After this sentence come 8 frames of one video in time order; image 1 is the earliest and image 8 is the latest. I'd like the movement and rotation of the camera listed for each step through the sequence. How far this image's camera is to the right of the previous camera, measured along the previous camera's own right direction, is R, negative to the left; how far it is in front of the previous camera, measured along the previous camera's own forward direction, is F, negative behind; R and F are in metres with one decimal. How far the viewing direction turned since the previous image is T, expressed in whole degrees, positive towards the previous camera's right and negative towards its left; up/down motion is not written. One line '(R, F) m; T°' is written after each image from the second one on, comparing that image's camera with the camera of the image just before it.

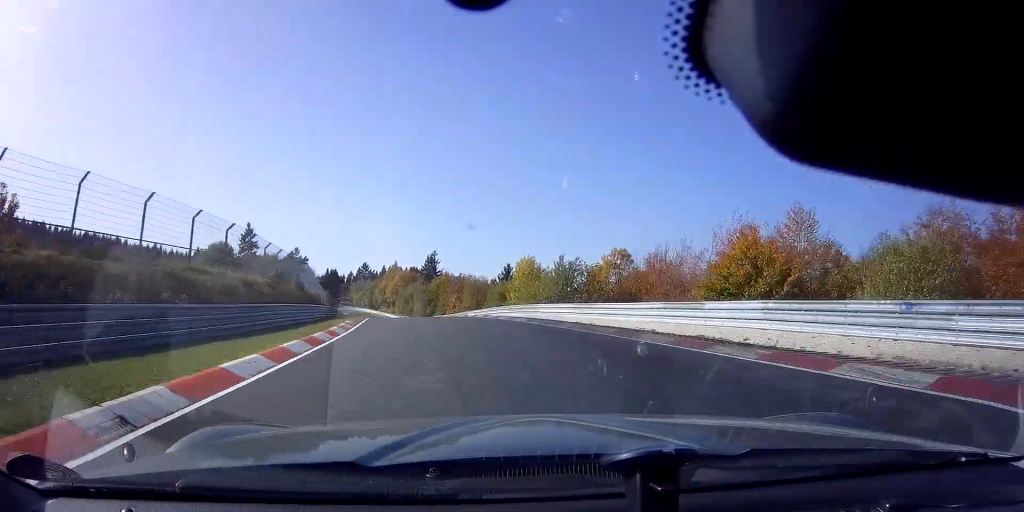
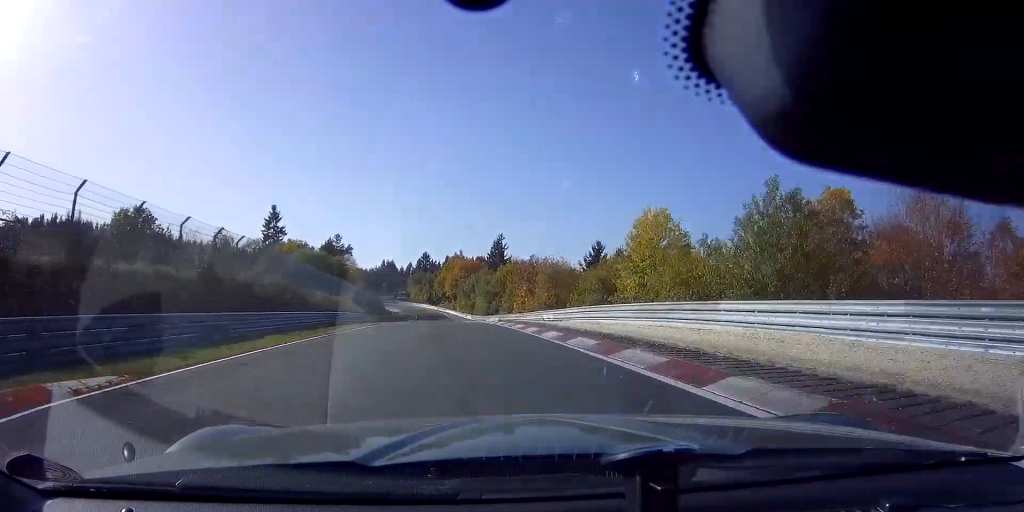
(-2.2, +26.9) m; -7°
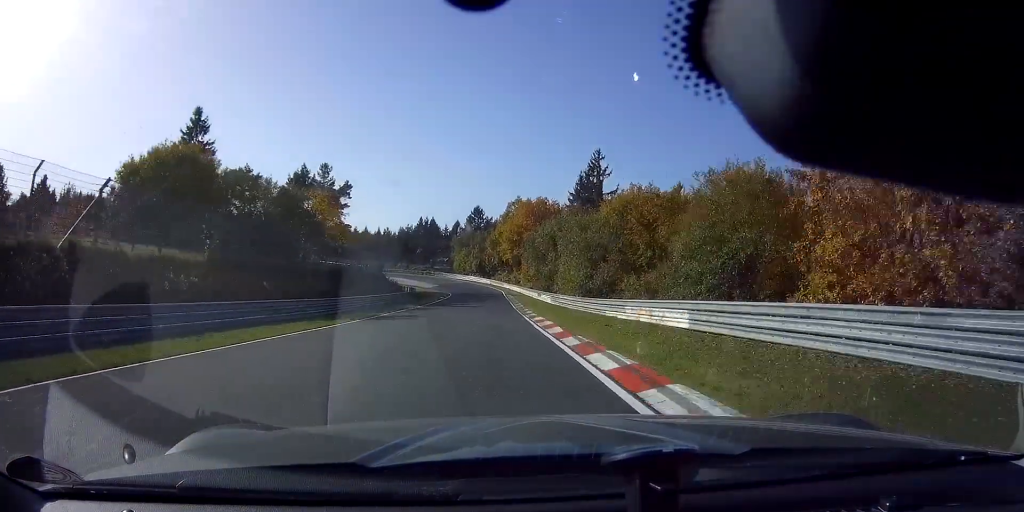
(-4.2, +57.5) m; -6°
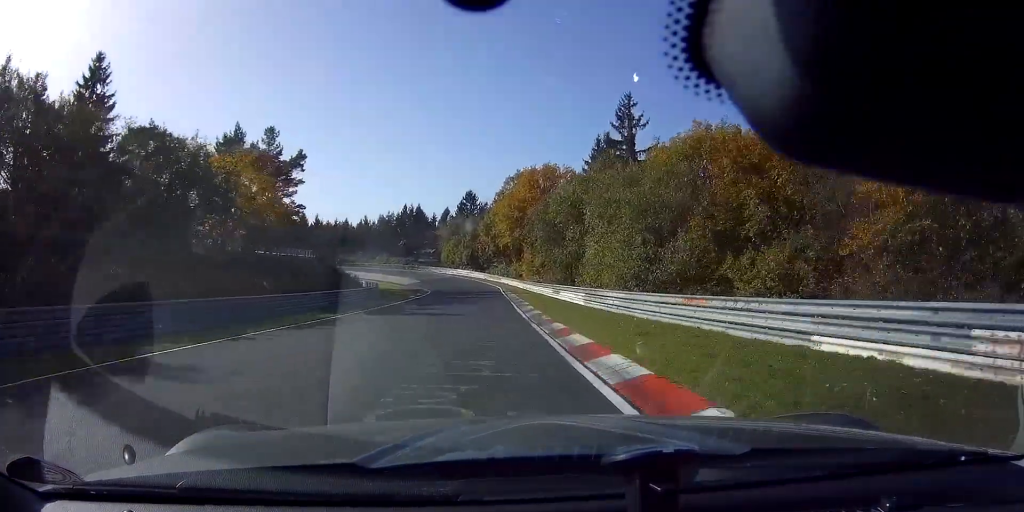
(0.0, +20.4) m; -1°
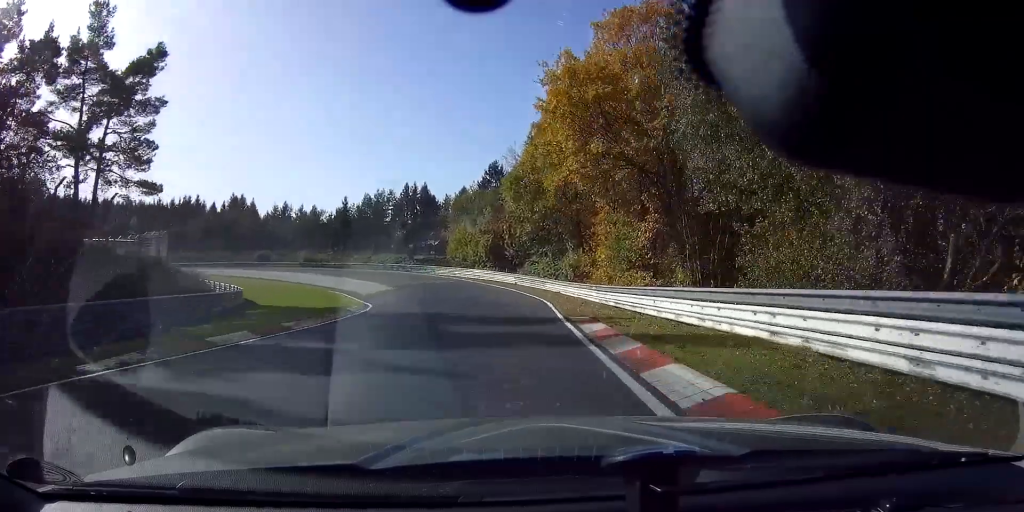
(-0.6, +38.0) m; -8°
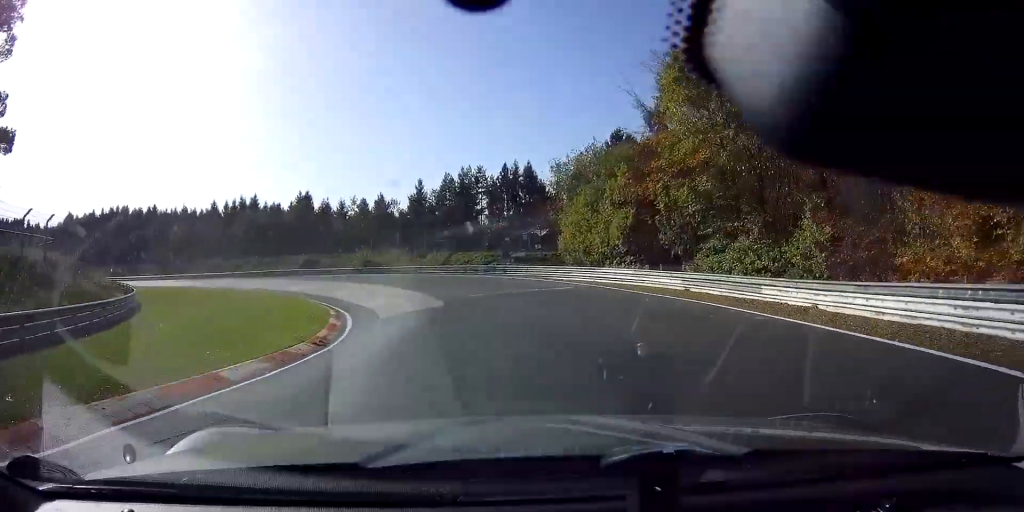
(-2.6, +23.8) m; -16°
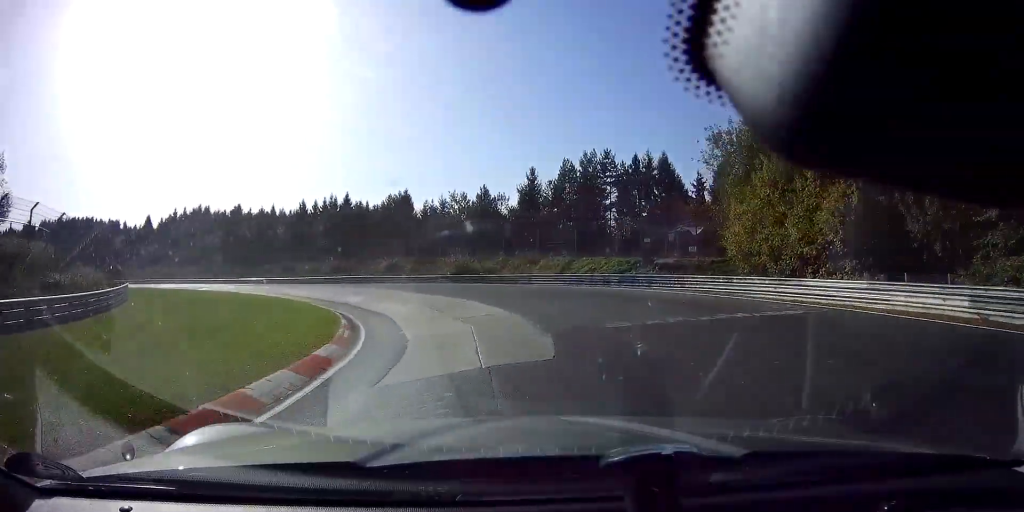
(-1.3, +13.3) m; -13°
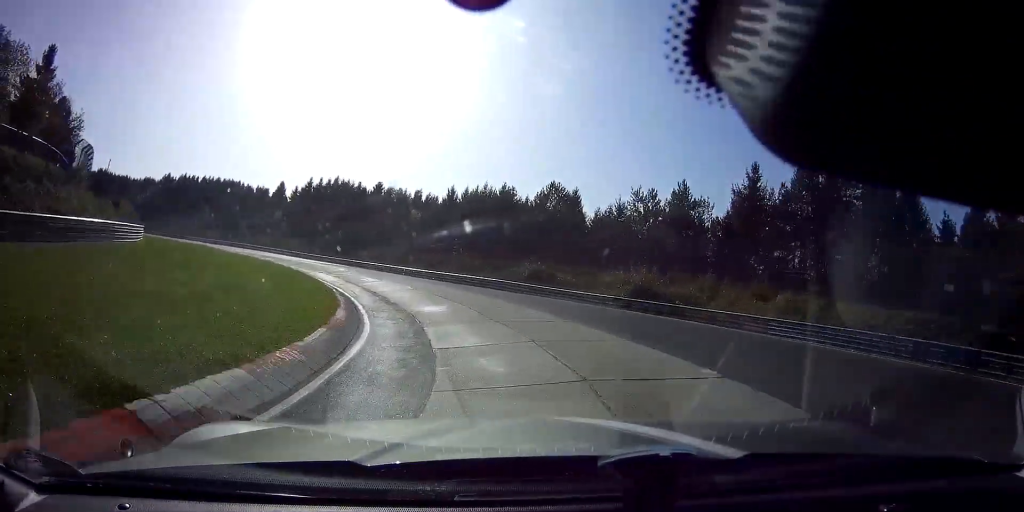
(-1.5, +16.7) m; -19°
